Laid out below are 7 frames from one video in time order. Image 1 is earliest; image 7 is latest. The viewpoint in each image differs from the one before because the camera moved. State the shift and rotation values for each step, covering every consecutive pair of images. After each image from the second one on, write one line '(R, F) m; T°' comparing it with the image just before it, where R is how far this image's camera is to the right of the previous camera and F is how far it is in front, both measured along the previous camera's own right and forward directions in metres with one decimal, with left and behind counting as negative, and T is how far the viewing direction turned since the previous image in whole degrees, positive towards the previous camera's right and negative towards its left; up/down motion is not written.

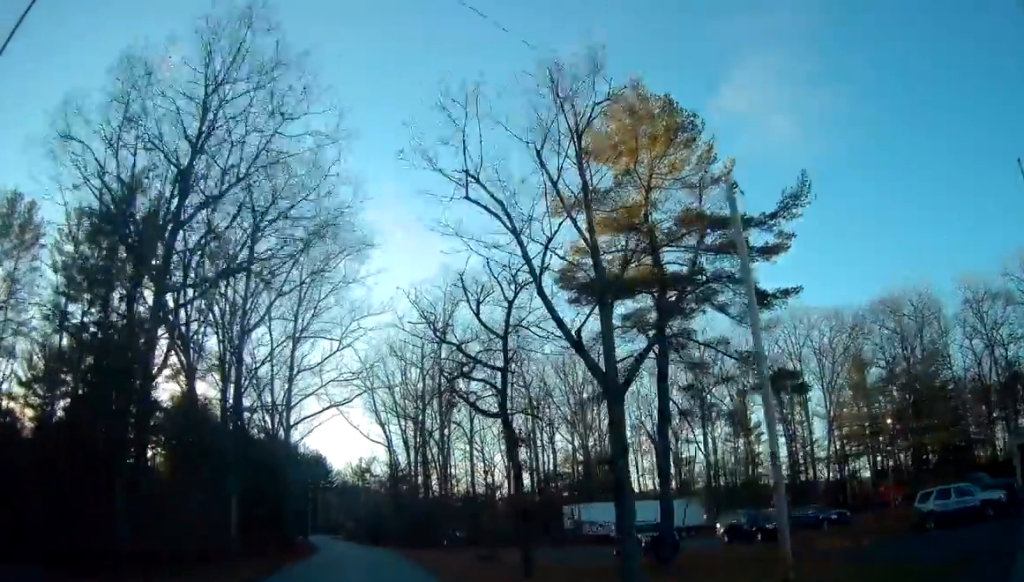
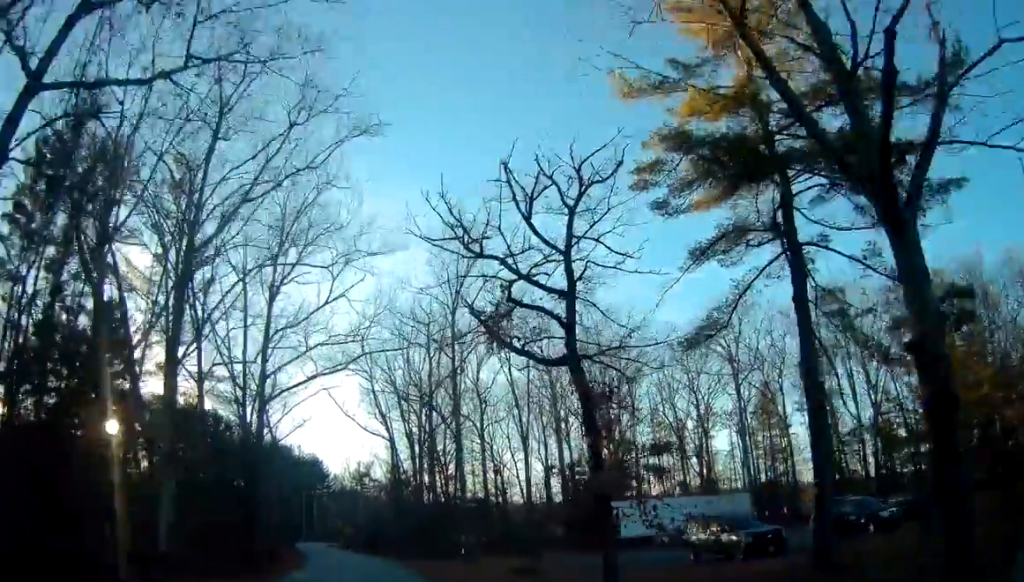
(-0.1, +8.9) m; -3°
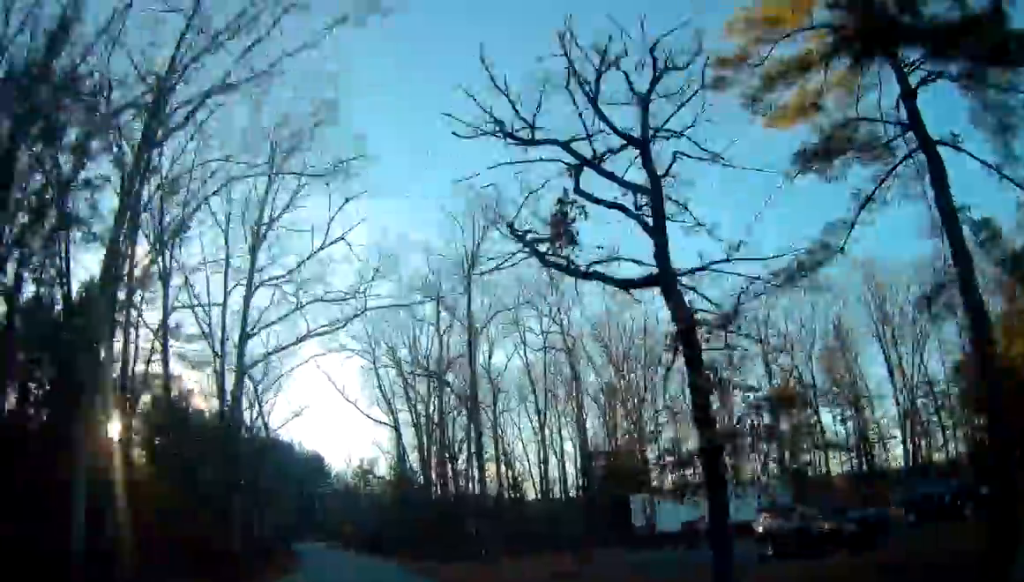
(-0.3, +5.8) m; 0°
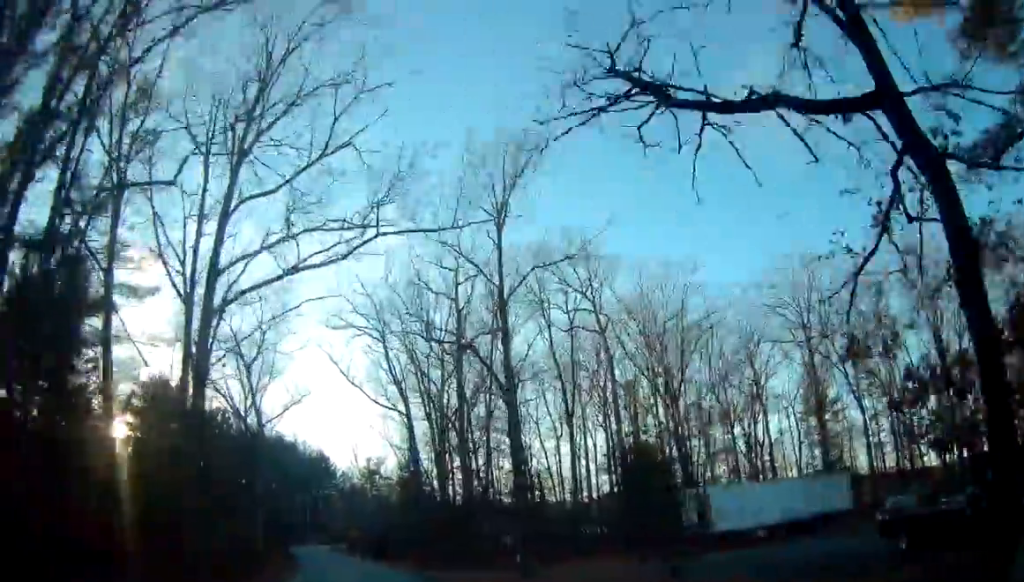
(-0.3, +6.3) m; 0°
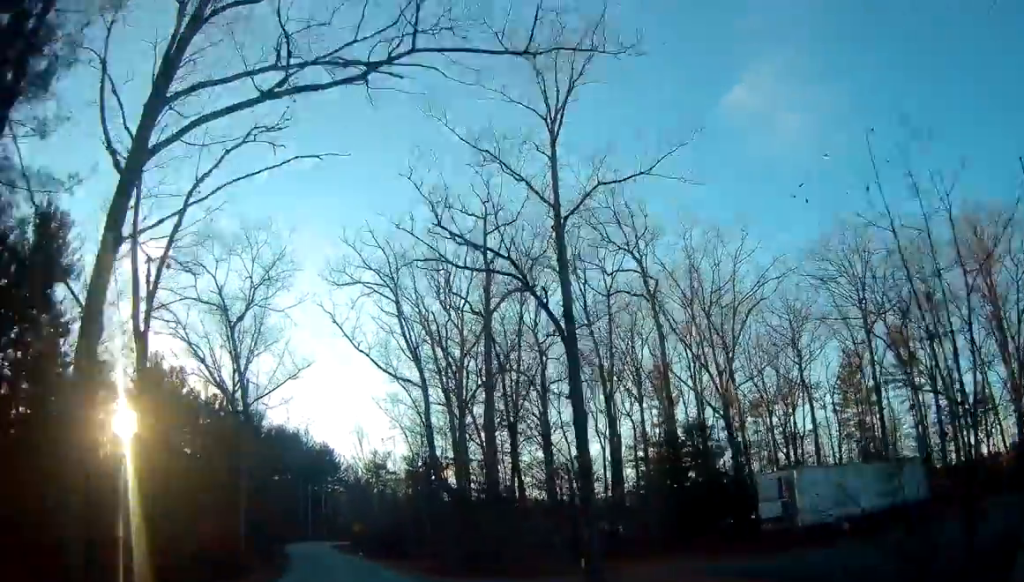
(+0.3, +7.5) m; +1°
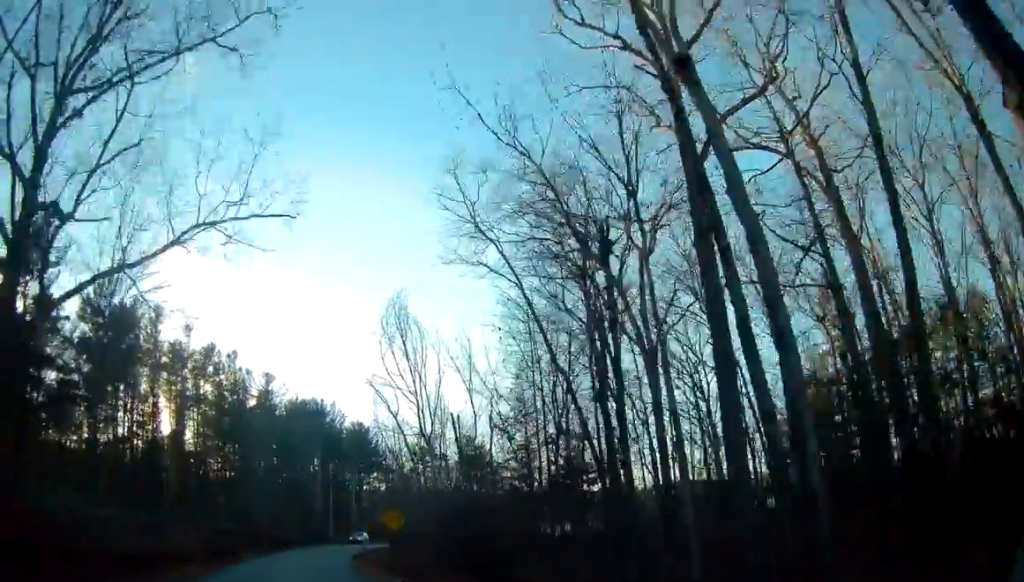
(+1.0, +32.4) m; -1°
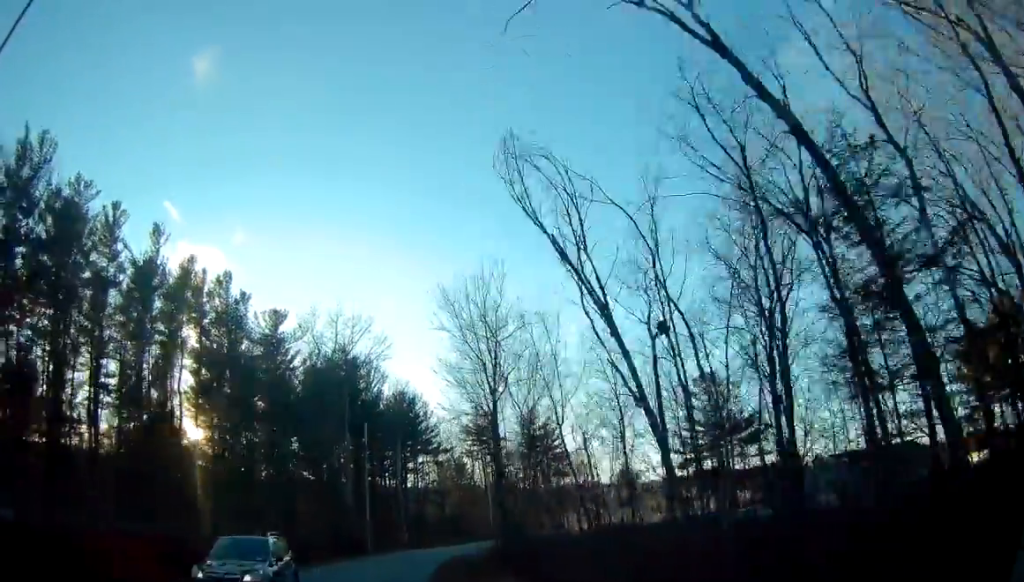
(-2.3, +28.1) m; -4°
